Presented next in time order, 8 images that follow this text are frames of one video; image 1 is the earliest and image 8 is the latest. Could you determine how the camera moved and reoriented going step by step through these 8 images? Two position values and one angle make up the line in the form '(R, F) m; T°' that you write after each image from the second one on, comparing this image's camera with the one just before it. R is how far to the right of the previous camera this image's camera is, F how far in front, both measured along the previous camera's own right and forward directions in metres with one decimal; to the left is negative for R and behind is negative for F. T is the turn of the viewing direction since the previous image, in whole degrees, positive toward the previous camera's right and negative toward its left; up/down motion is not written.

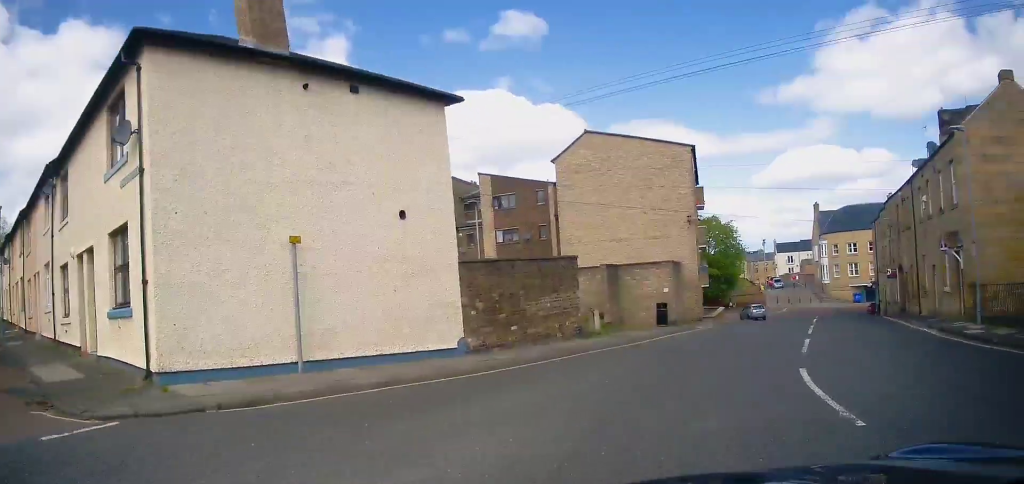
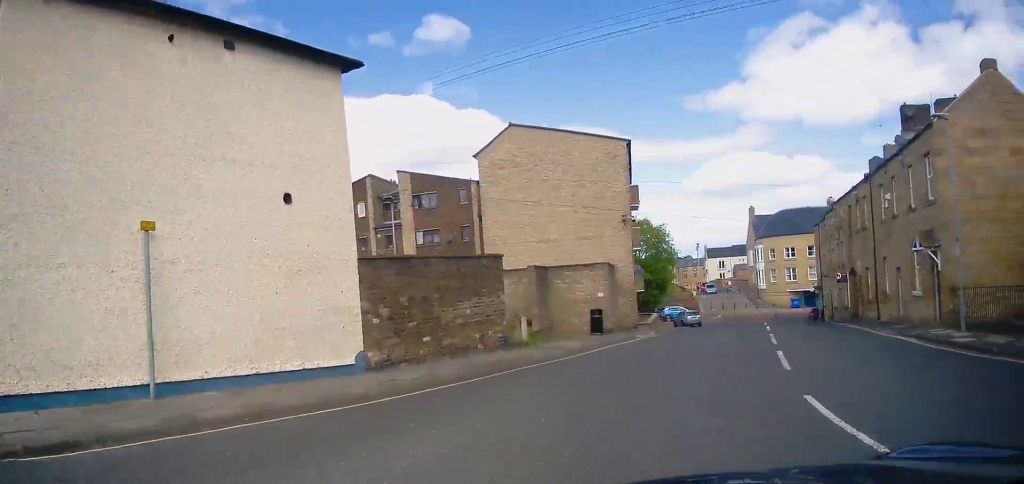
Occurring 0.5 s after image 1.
(+0.1, +2.5) m; +8°
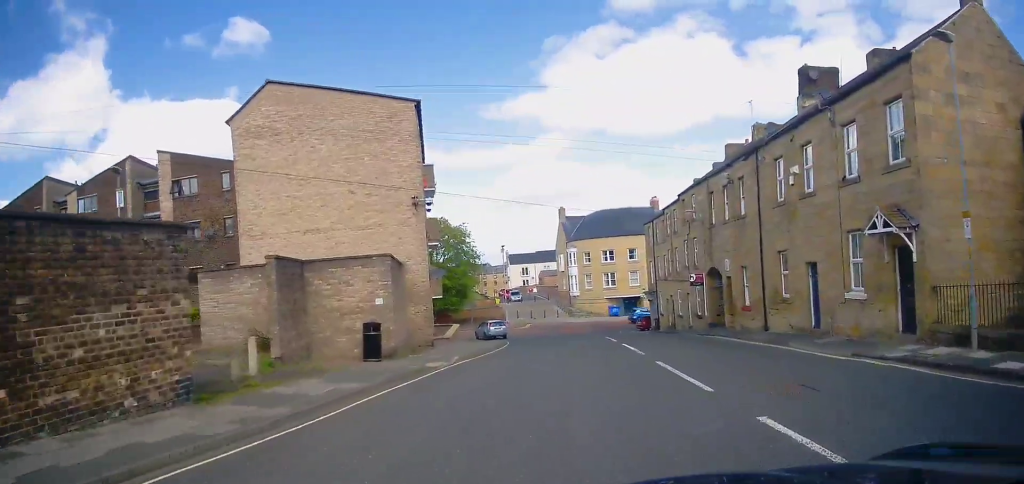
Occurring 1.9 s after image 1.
(+1.1, +7.5) m; +14°
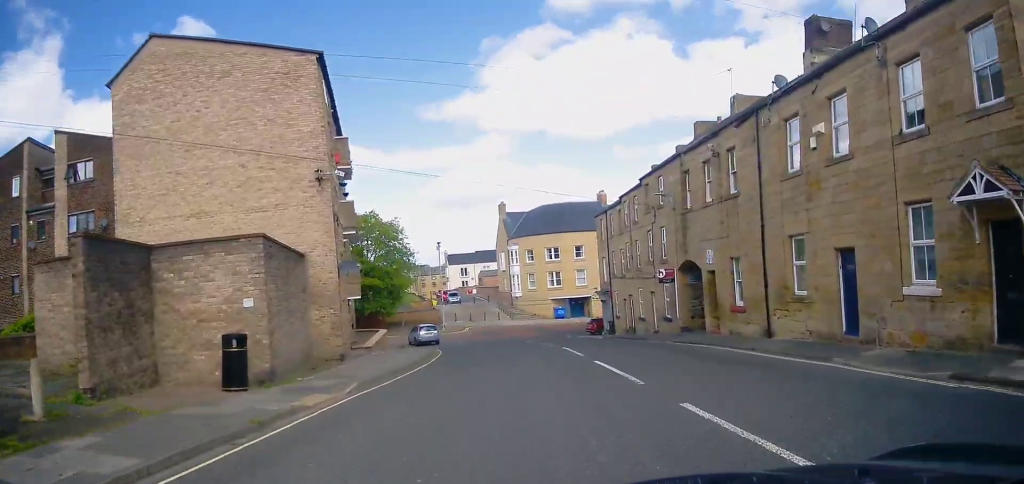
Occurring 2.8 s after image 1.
(+0.4, +5.1) m; +6°
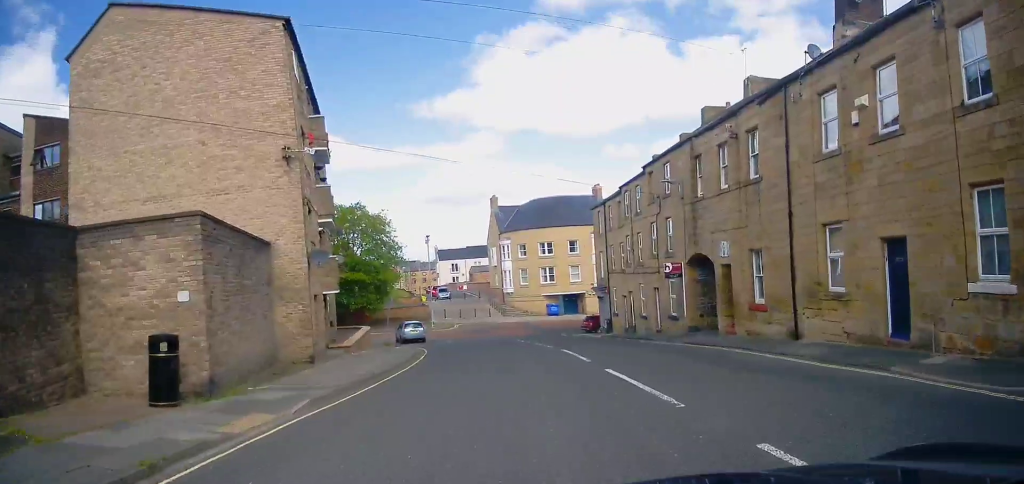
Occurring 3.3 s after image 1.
(+0.1, +2.3) m; +2°
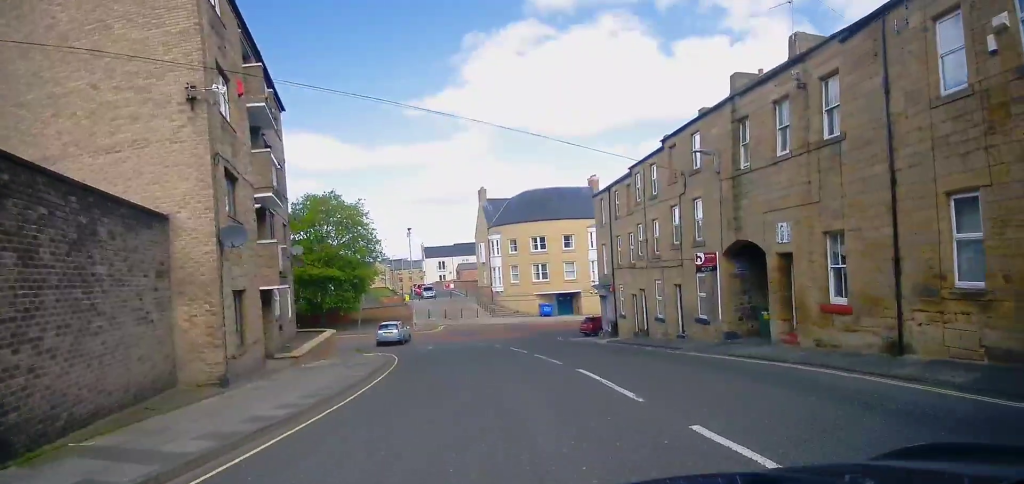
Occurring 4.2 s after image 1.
(+0.1, +4.8) m; +5°
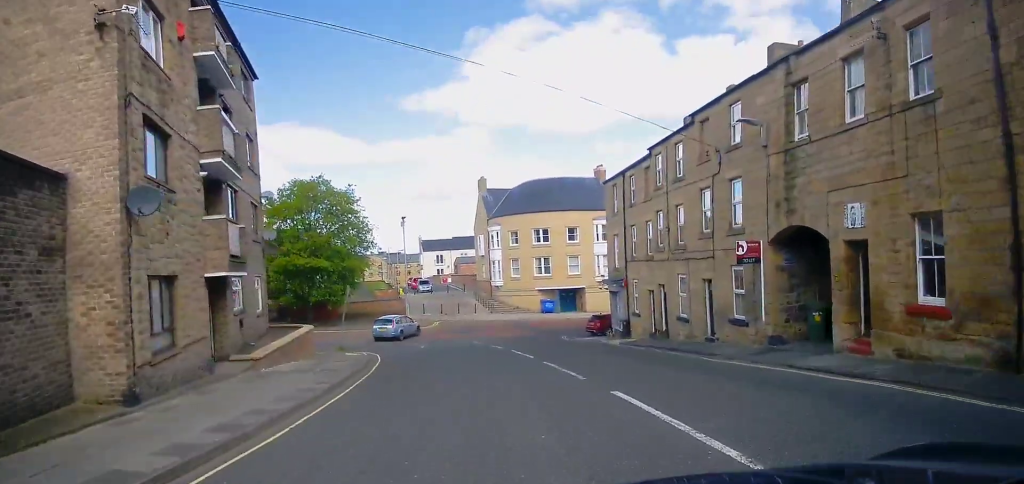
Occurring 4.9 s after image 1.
(+0.2, +3.3) m; +2°
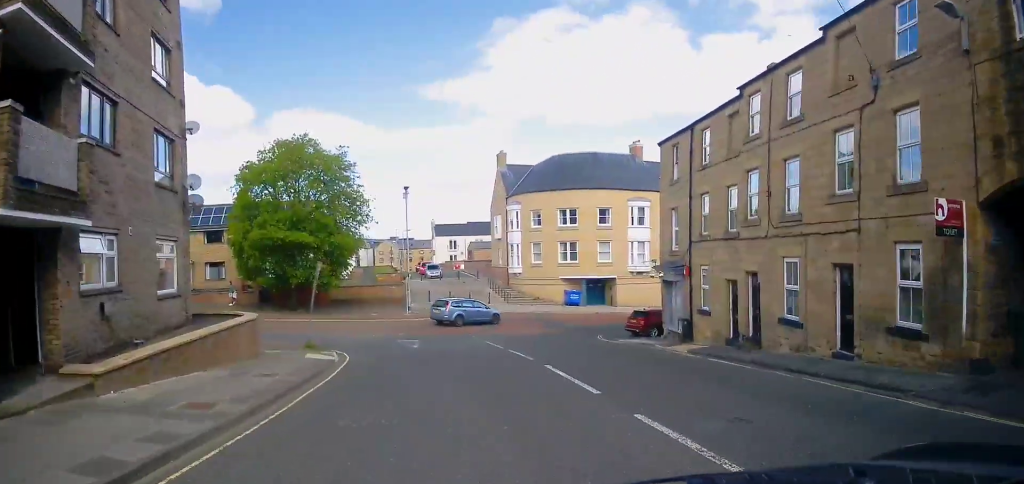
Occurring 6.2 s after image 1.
(0.0, +7.4) m; -3°
